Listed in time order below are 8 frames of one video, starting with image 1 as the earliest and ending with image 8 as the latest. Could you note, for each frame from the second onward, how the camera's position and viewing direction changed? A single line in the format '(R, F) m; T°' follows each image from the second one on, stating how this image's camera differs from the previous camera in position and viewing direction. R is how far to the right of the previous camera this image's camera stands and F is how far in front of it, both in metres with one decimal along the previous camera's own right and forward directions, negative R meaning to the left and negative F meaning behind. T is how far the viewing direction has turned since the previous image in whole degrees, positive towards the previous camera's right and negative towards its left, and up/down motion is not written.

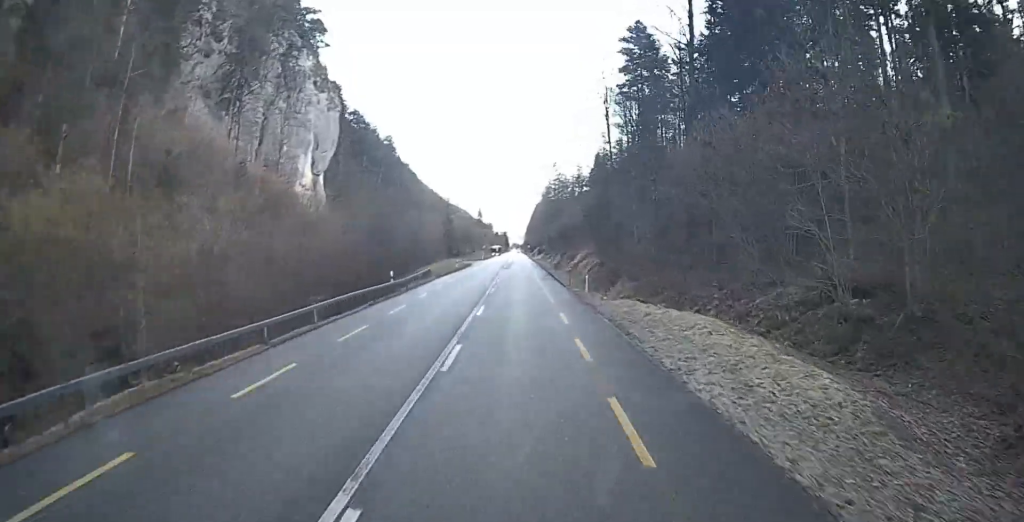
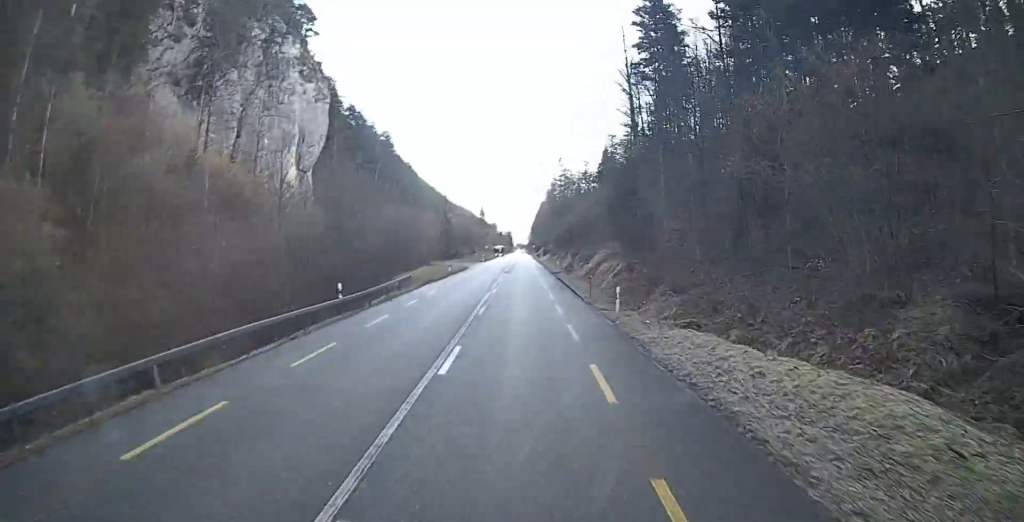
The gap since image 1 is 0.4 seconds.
(-0.1, +9.1) m; 0°
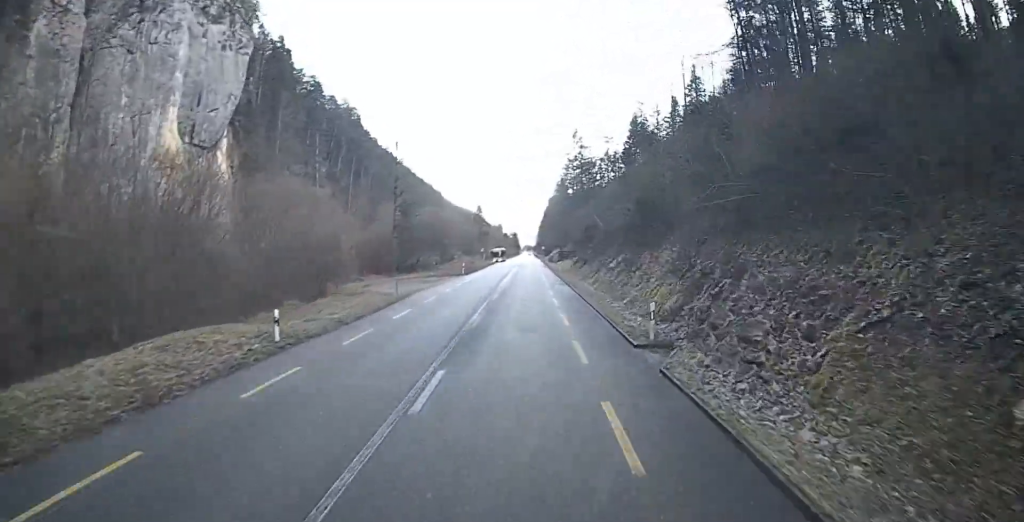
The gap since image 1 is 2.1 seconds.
(-0.7, +38.0) m; -2°
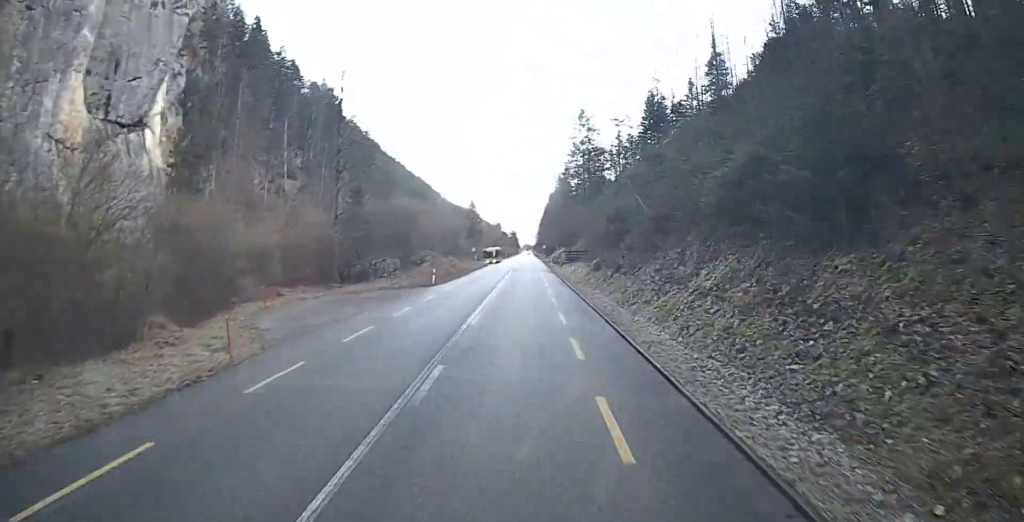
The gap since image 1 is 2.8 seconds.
(-0.2, +17.4) m; -1°
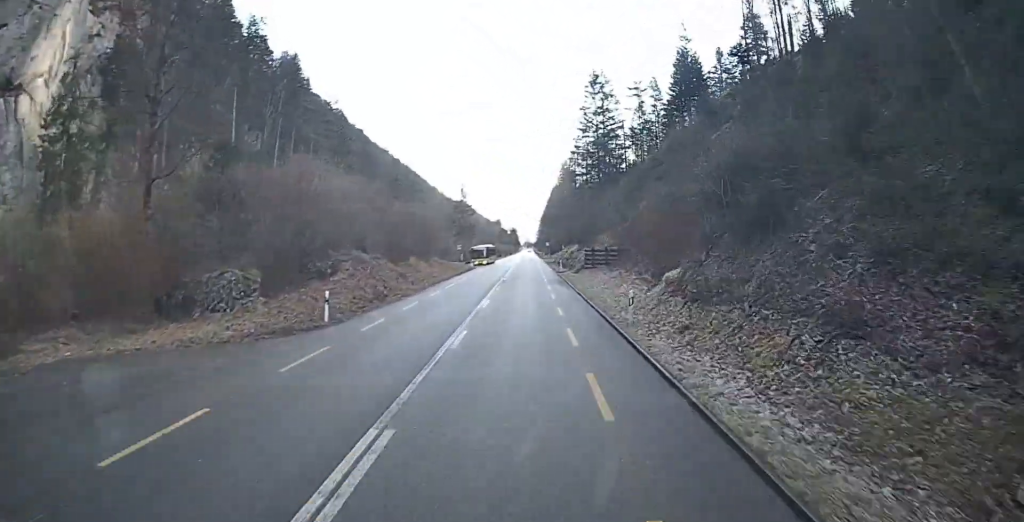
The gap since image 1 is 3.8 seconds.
(-0.1, +21.9) m; -1°
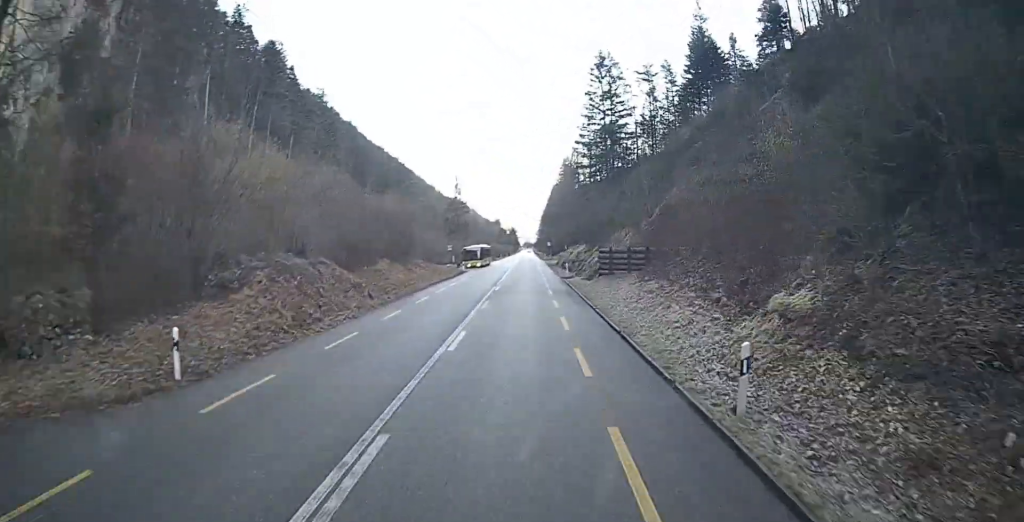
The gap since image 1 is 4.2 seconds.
(-0.2, +9.0) m; 0°
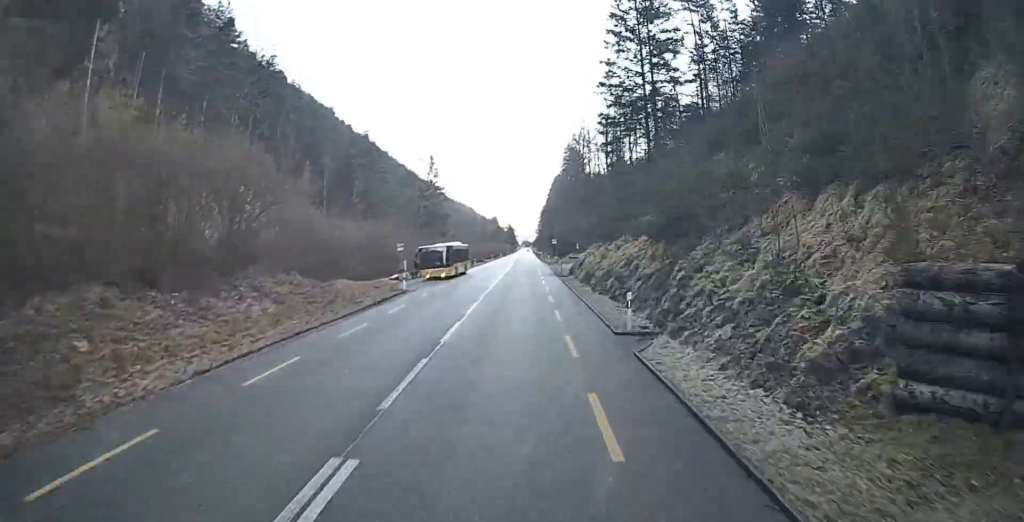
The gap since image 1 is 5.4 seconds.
(+0.5, +27.7) m; +1°
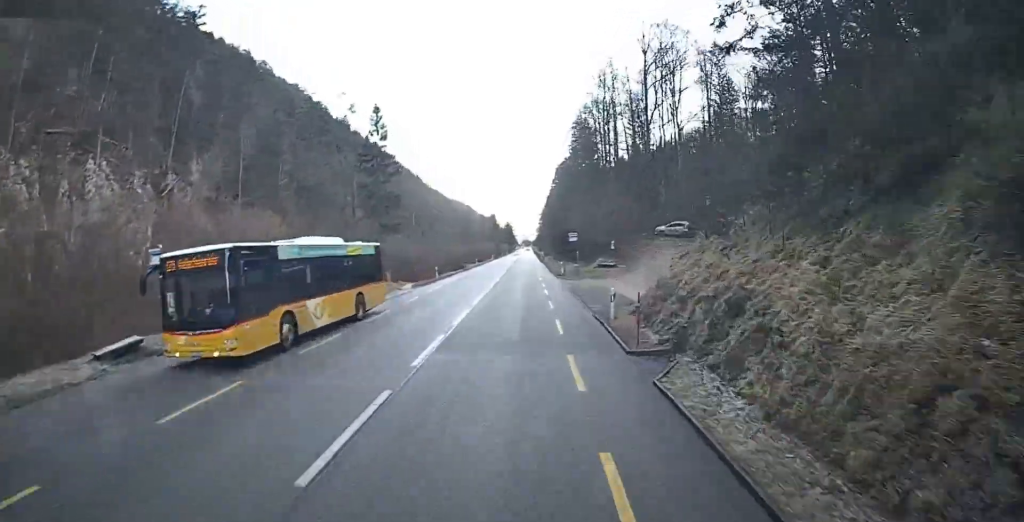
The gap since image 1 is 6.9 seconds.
(-0.4, +32.8) m; -1°
